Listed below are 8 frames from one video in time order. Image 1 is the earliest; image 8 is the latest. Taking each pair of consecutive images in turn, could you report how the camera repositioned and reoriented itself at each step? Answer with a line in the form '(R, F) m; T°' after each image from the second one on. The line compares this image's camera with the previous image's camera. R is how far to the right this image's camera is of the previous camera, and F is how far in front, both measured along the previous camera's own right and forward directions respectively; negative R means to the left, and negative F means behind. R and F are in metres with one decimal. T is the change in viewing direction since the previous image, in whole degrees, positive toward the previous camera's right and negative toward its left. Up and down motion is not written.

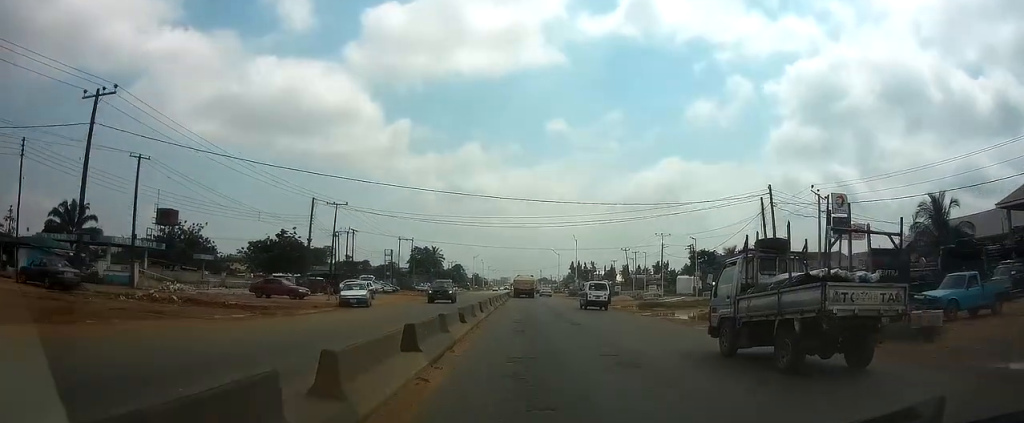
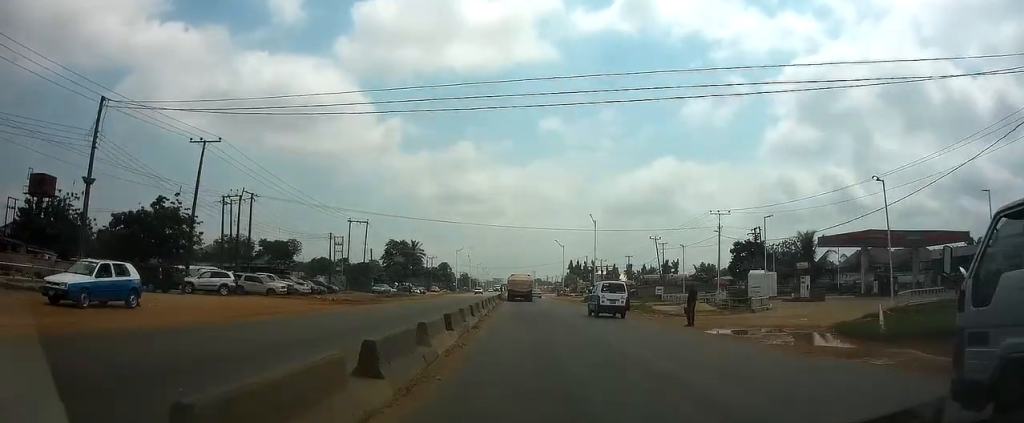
(+0.2, +31.5) m; +1°
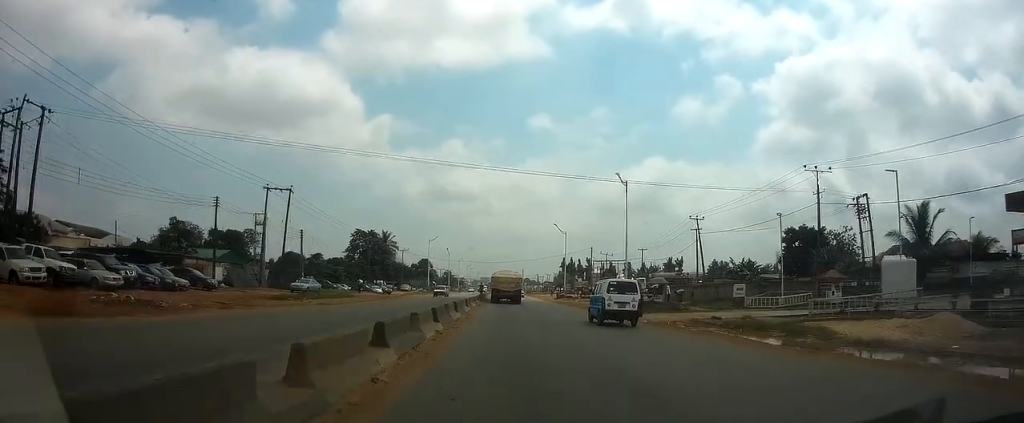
(+0.3, +26.1) m; +1°
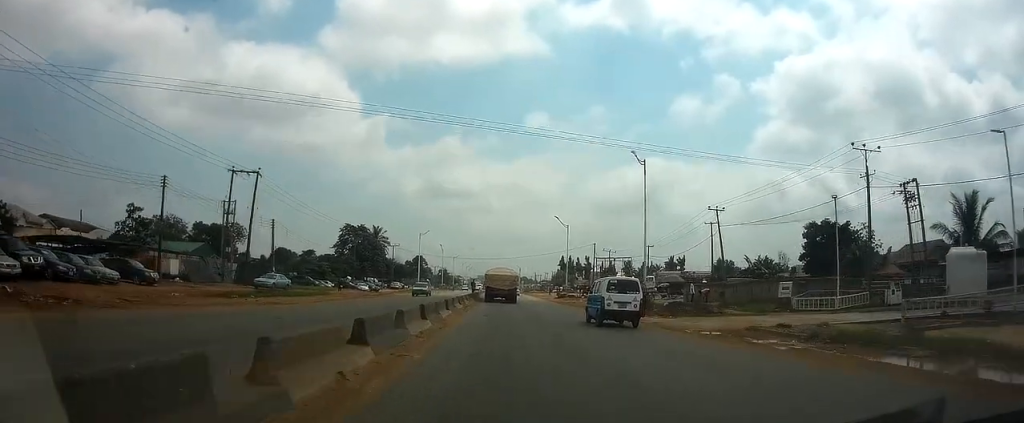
(0.0, +7.8) m; 0°
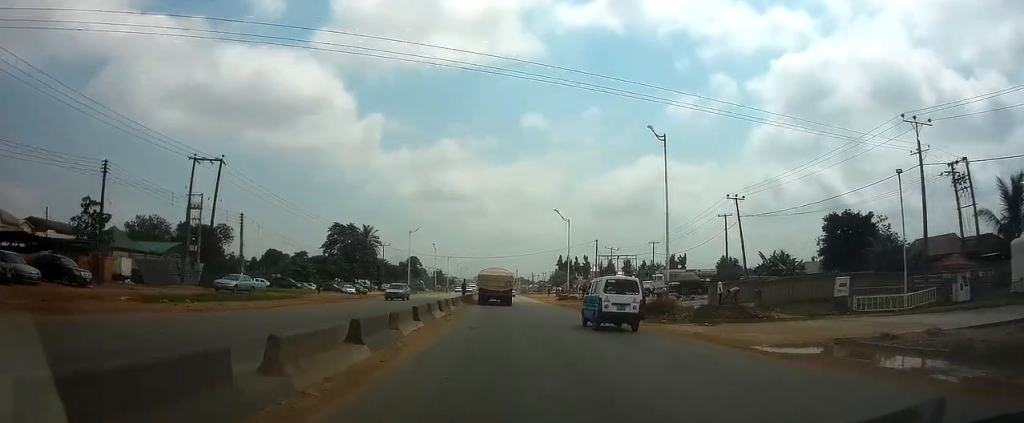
(0.0, +6.6) m; 0°
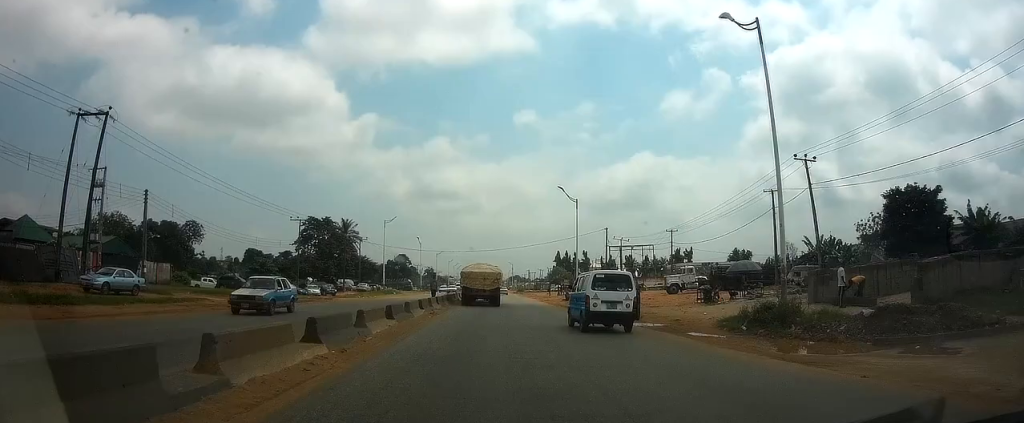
(0.0, +14.8) m; 0°
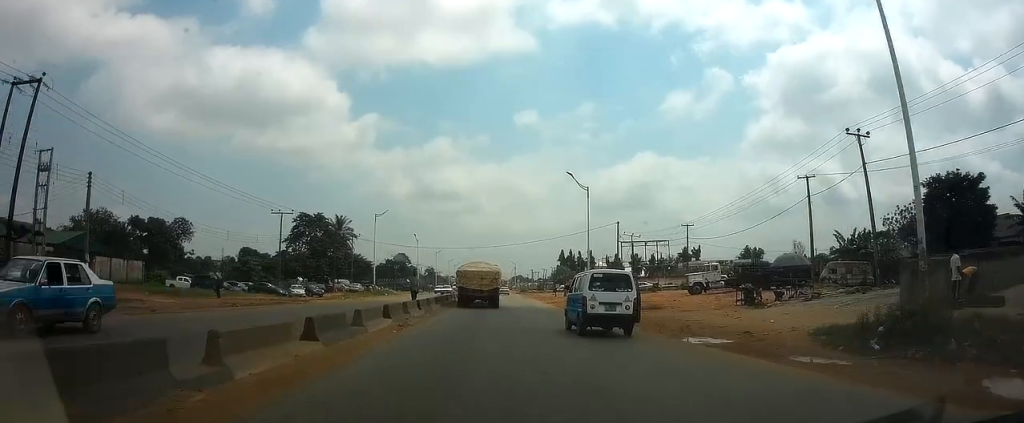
(+0.1, +6.3) m; 0°
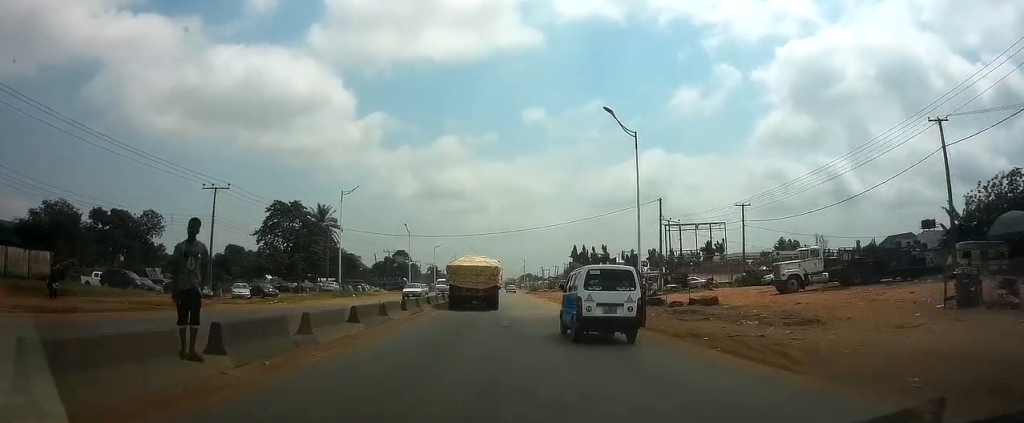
(-0.1, +17.3) m; -1°
